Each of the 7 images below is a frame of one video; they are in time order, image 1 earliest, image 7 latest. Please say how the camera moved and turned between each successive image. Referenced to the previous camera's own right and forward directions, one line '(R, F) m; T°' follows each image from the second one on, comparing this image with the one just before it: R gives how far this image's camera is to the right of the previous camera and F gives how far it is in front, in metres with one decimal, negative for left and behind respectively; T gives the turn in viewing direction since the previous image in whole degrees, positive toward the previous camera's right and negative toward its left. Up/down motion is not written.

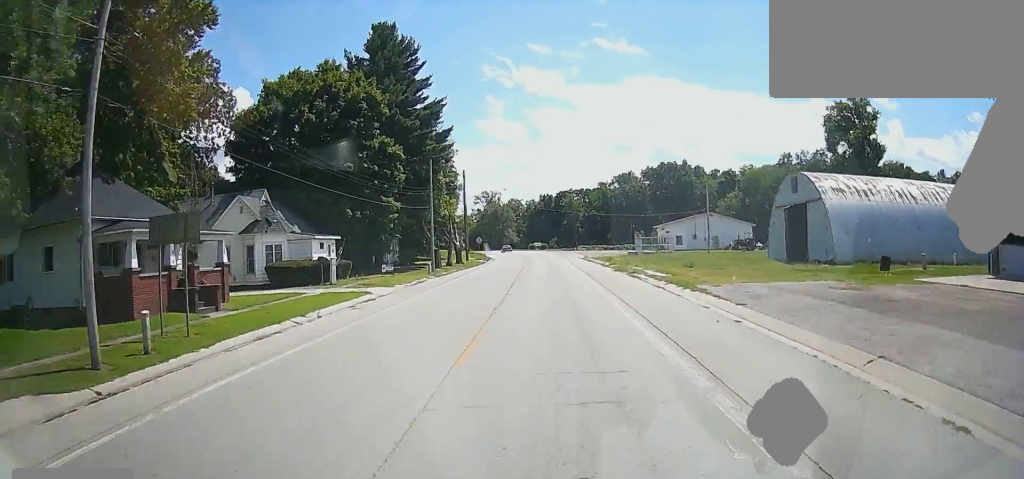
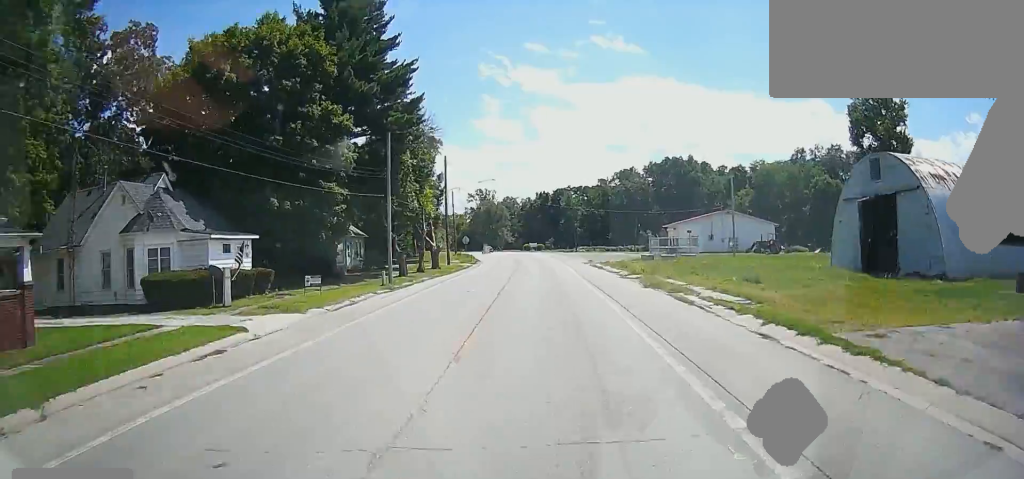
(+0.1, +11.9) m; 0°
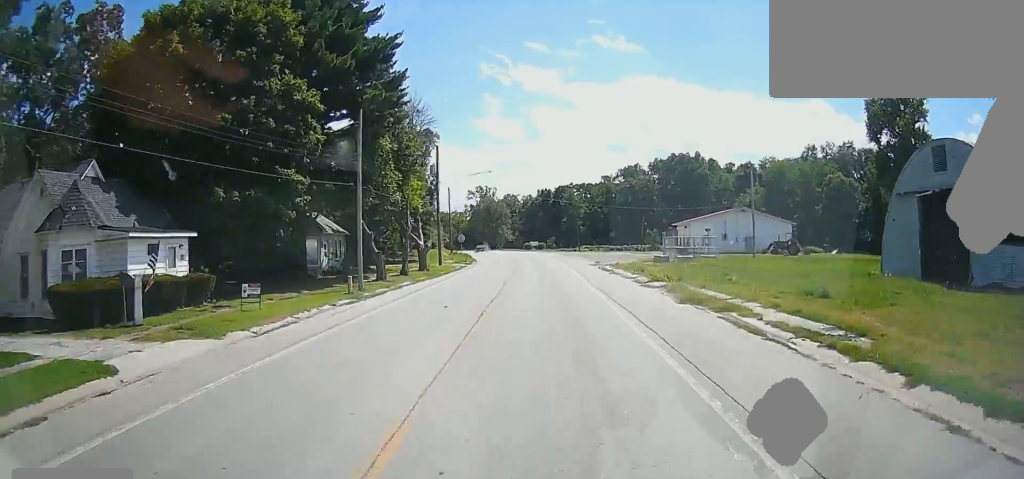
(0.0, +6.0) m; 0°
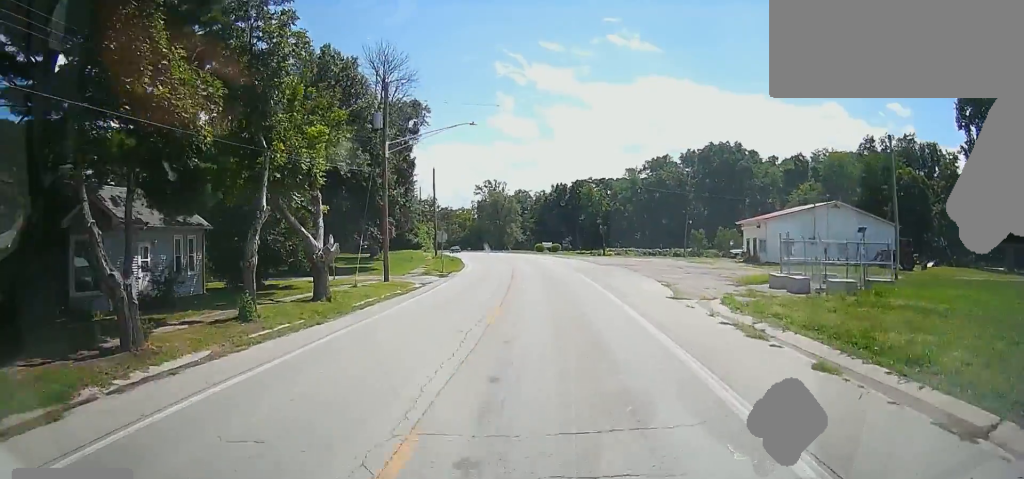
(-0.1, +26.0) m; -1°
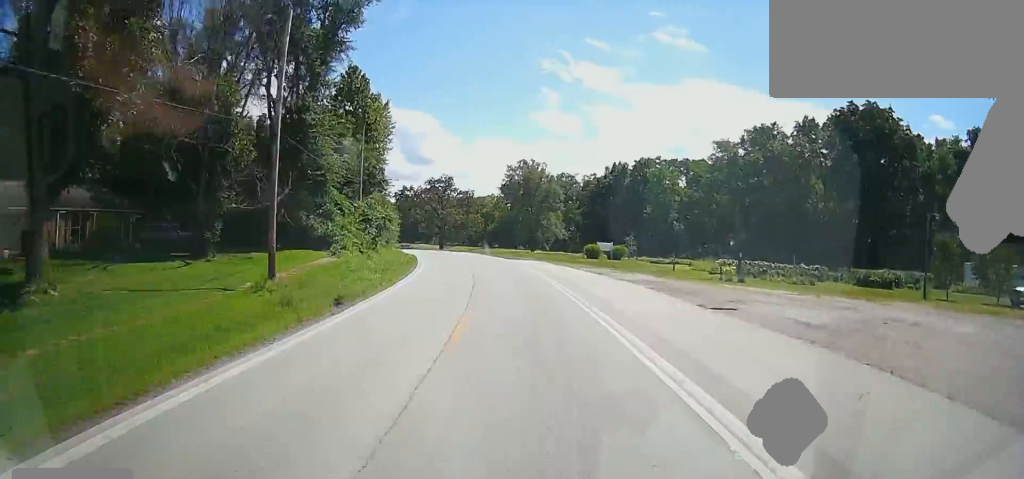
(-0.3, +49.1) m; -1°
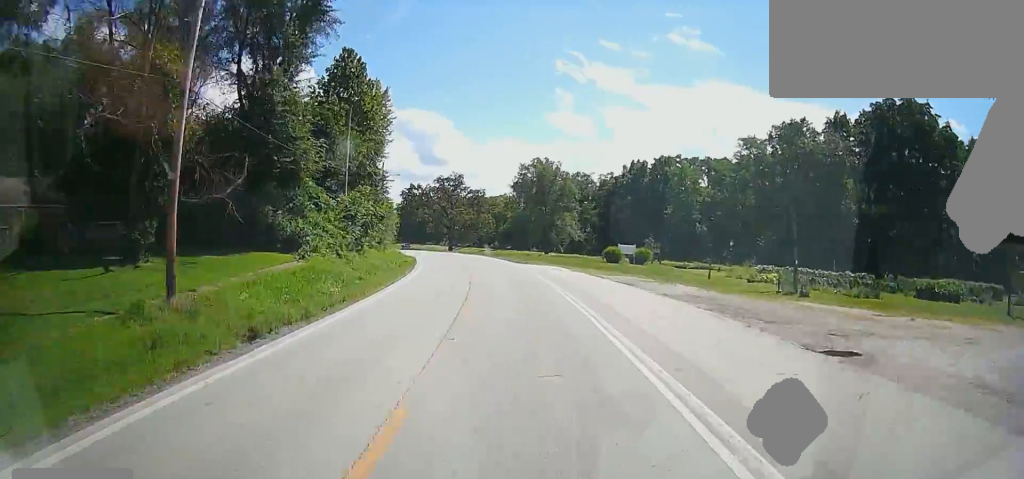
(-0.1, +6.3) m; -1°
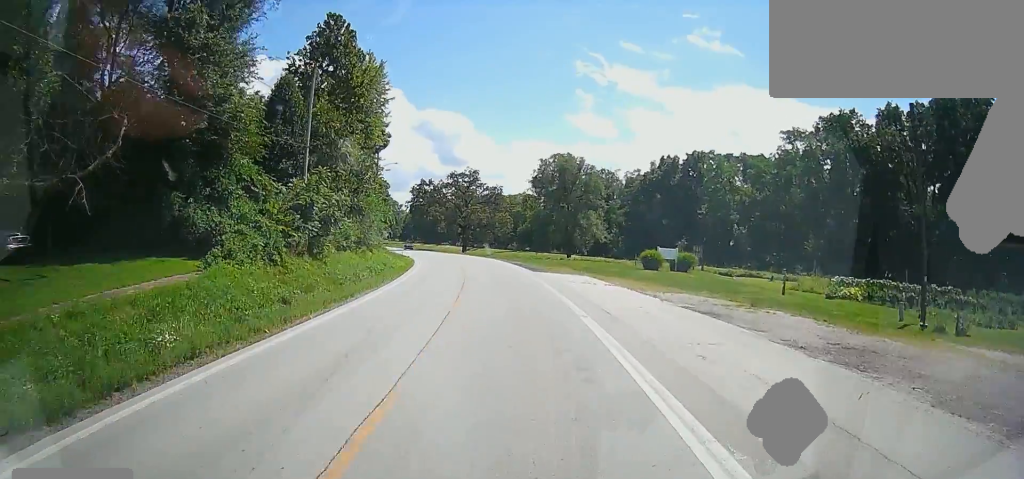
(-0.1, +9.7) m; -2°
